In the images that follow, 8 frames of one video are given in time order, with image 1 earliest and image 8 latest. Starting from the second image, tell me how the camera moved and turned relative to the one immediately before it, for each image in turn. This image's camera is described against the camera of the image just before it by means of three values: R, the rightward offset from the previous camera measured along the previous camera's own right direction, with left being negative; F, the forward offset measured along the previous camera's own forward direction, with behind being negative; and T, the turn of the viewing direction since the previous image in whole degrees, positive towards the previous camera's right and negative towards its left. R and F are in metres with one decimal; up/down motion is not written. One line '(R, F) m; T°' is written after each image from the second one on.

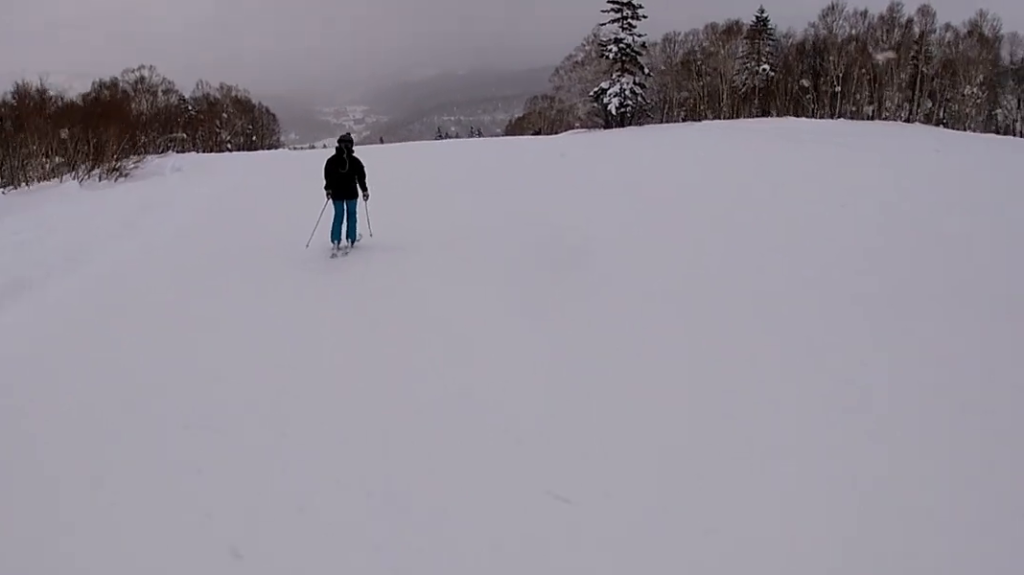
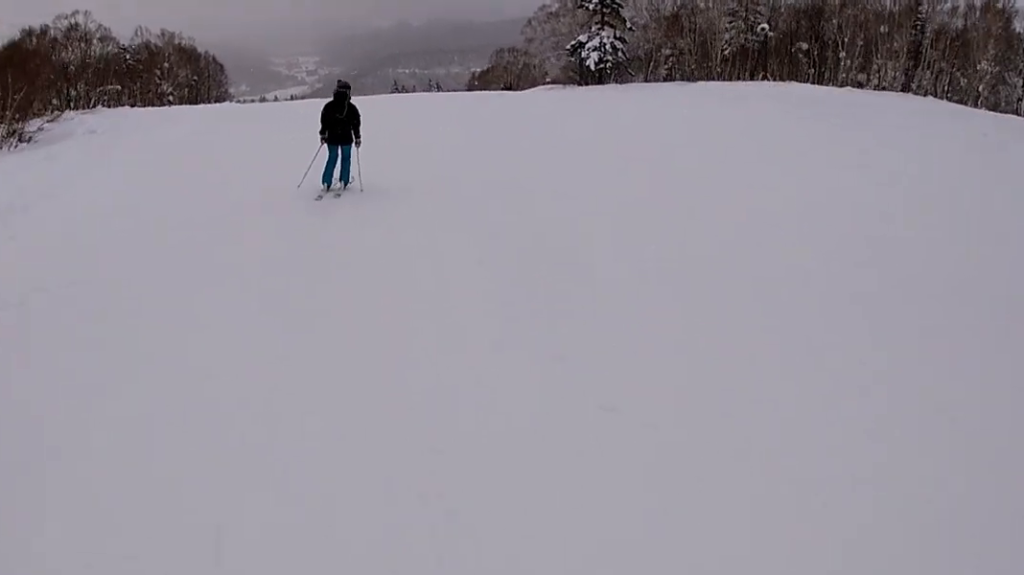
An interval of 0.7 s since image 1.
(+0.2, +5.6) m; +2°
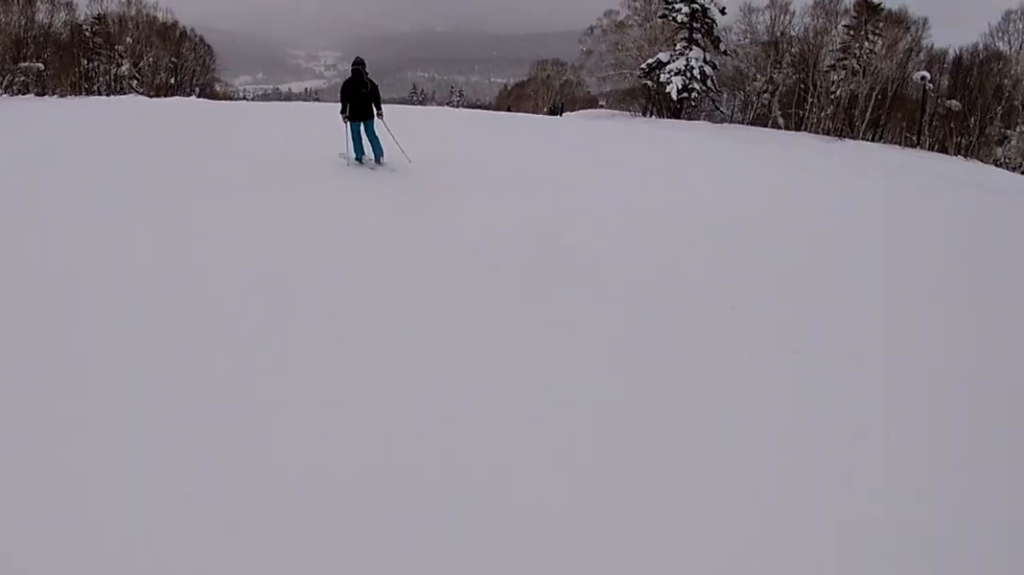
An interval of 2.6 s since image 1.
(-0.4, +16.0) m; -8°
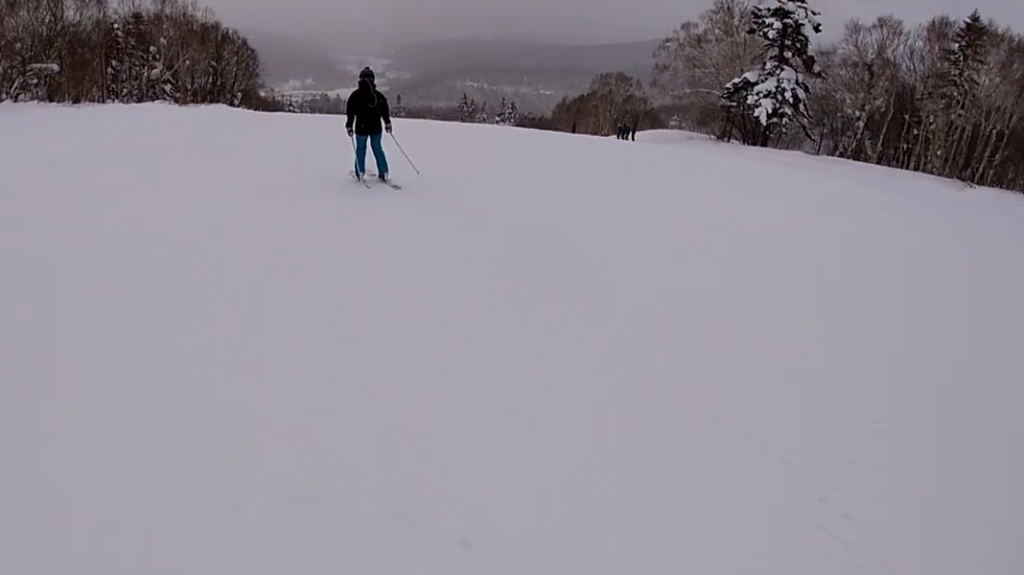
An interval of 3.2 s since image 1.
(-0.6, +5.3) m; -4°
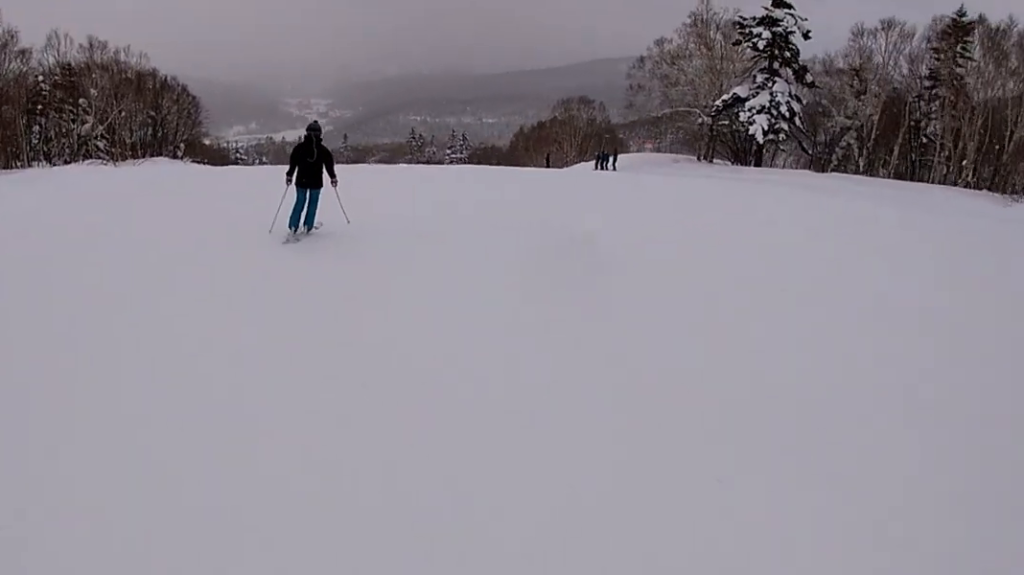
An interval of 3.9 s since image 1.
(0.0, +5.6) m; +5°
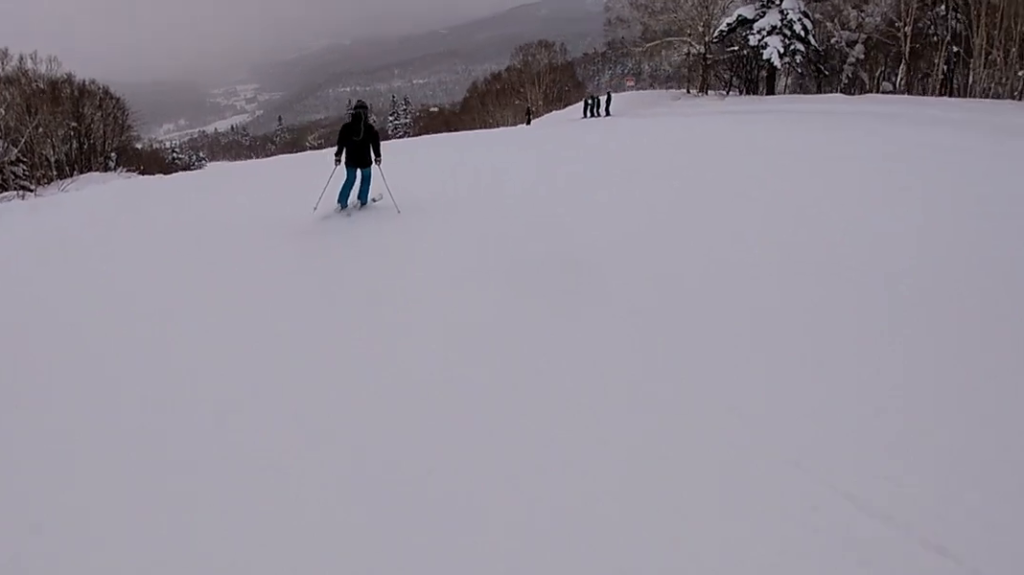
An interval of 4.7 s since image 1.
(+0.4, +6.7) m; +8°
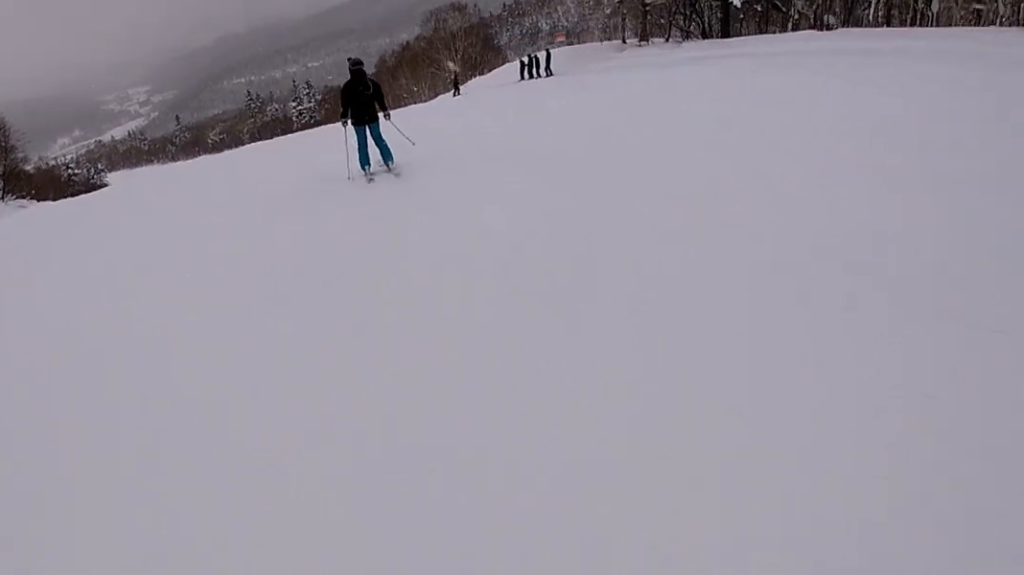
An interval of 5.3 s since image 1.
(+0.8, +5.5) m; +4°
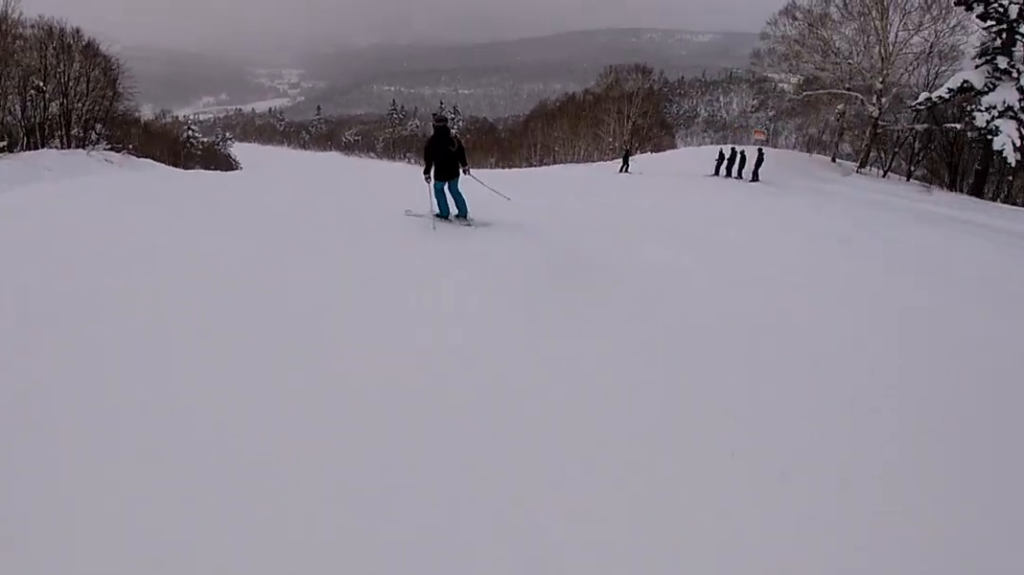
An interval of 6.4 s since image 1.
(-0.5, +8.5) m; -18°
